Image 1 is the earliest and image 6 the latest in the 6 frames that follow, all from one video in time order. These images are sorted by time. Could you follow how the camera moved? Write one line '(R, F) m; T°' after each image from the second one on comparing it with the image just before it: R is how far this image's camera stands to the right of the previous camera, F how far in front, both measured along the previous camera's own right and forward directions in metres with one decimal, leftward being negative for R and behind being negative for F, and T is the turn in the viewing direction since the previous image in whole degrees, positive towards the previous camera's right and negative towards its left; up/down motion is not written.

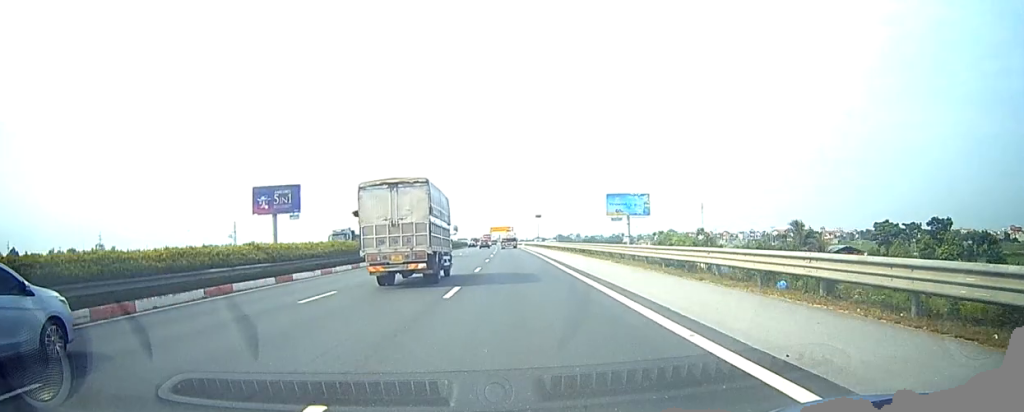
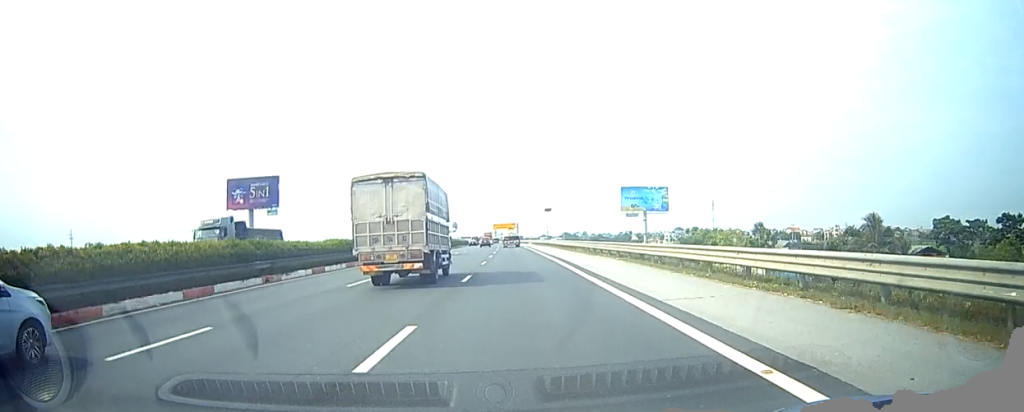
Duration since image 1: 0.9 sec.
(-0.8, +20.6) m; -2°
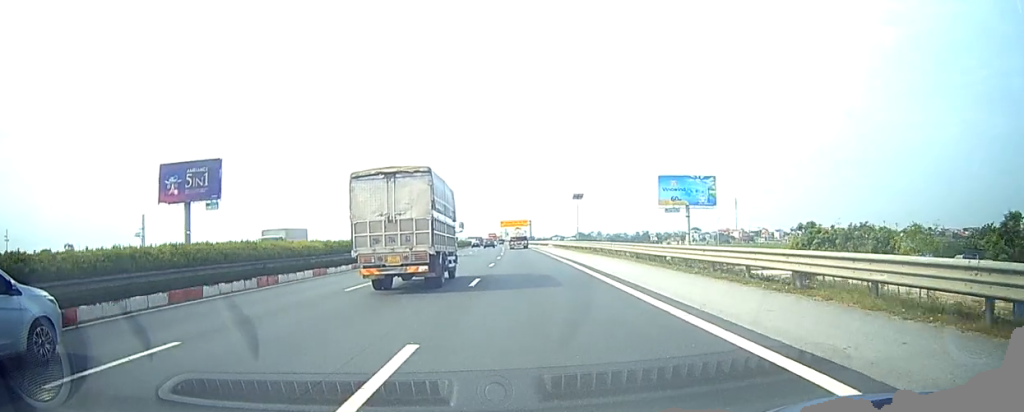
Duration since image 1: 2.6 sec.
(-0.4, +40.5) m; -1°
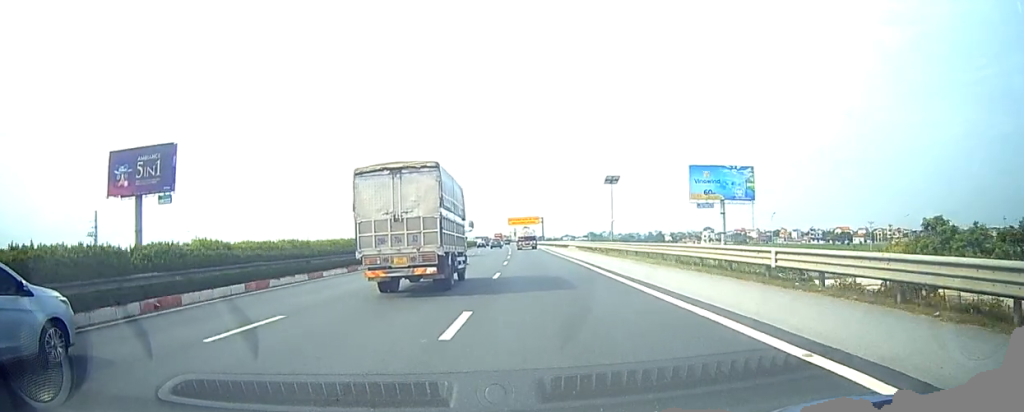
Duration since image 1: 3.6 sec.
(-0.3, +21.7) m; -1°
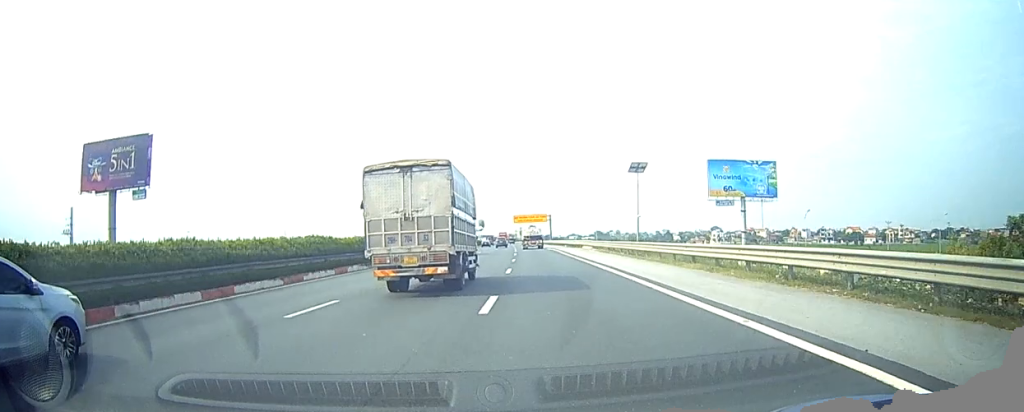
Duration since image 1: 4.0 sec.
(-0.1, +9.9) m; -1°
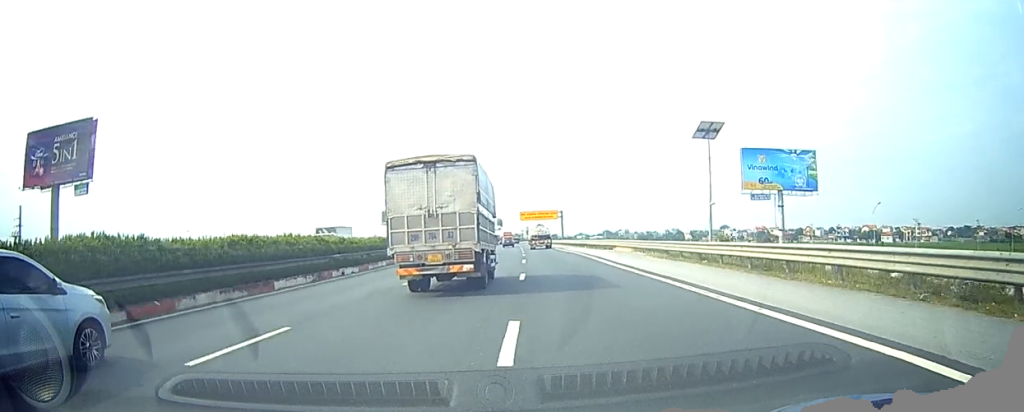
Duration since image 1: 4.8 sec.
(0.0, +17.2) m; 0°
